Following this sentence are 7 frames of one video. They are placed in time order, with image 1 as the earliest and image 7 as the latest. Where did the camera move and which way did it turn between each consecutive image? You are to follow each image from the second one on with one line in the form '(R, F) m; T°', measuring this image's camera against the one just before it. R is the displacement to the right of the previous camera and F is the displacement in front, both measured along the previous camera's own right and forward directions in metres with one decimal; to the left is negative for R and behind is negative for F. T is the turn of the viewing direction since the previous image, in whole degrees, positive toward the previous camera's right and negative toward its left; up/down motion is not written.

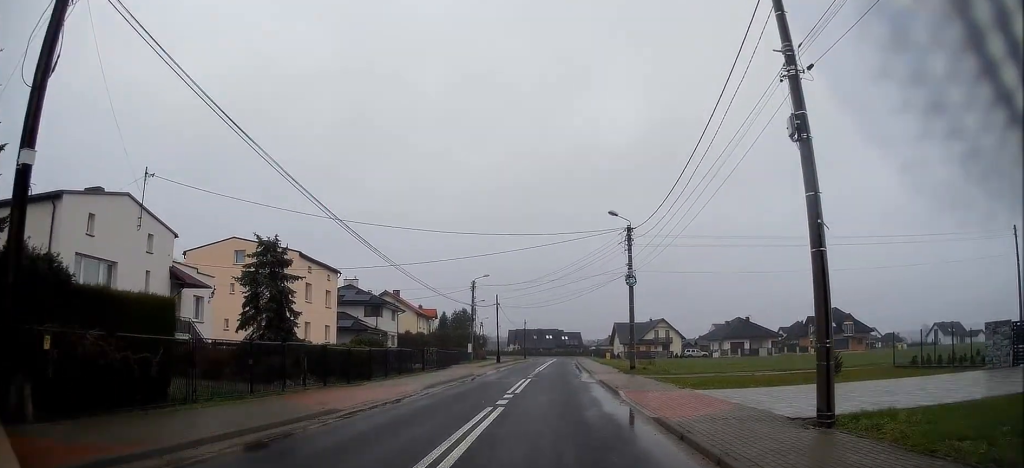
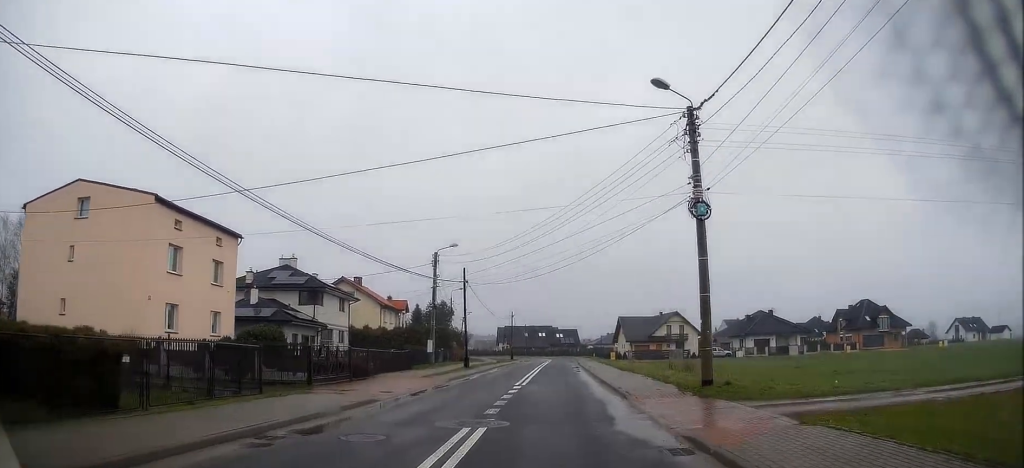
(-0.1, +16.6) m; 0°
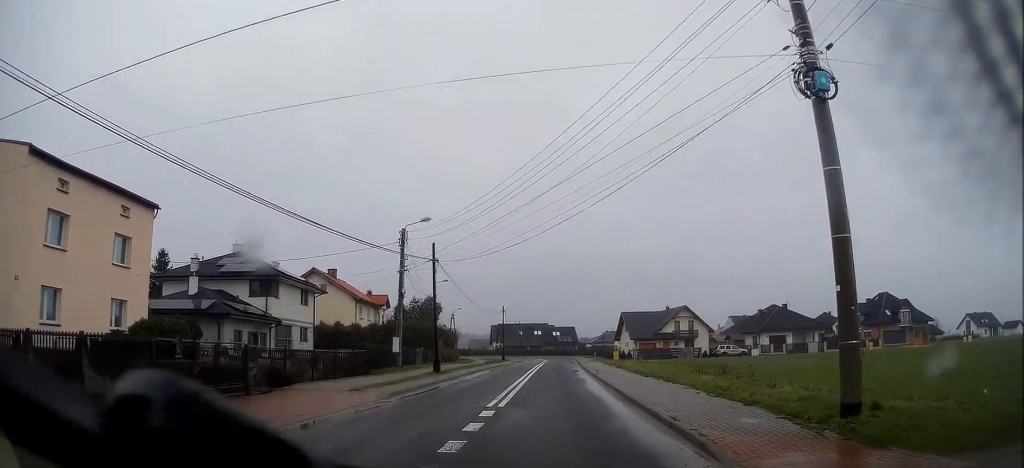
(+0.1, +8.3) m; 0°
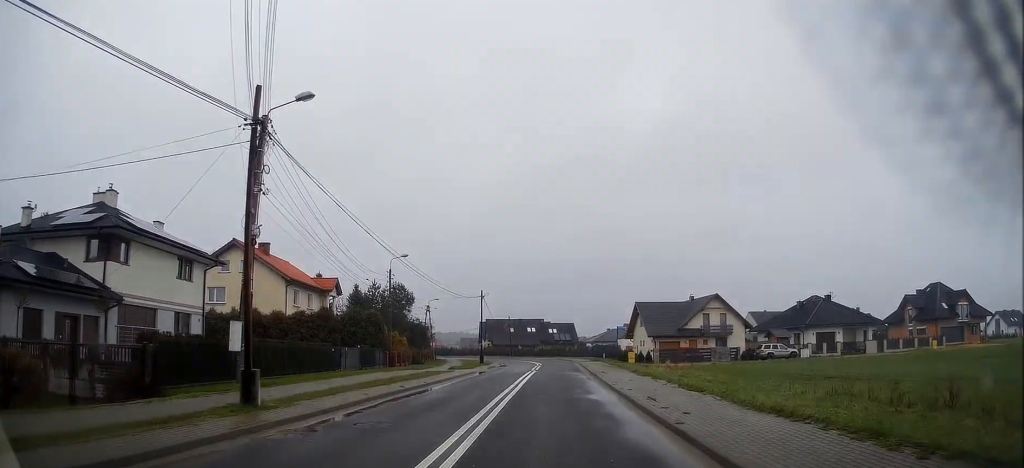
(+0.3, +17.3) m; +2°
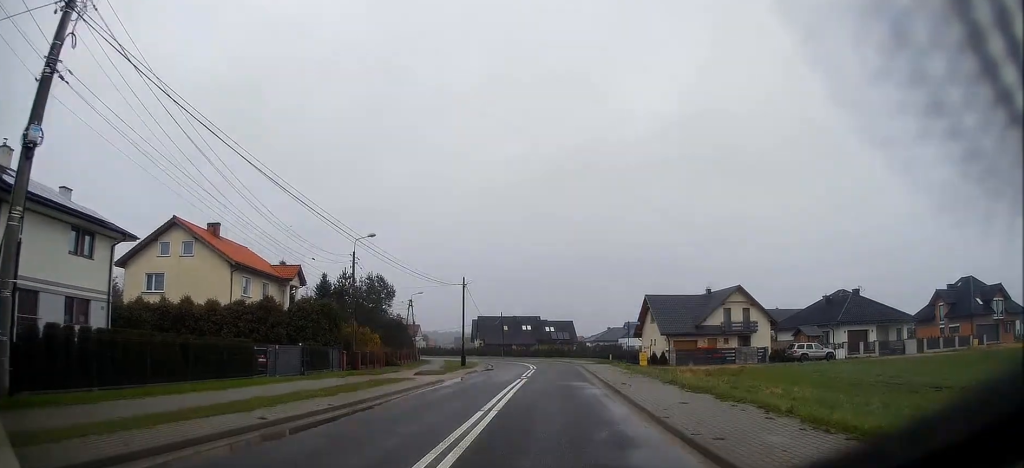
(-0.1, +9.0) m; -1°
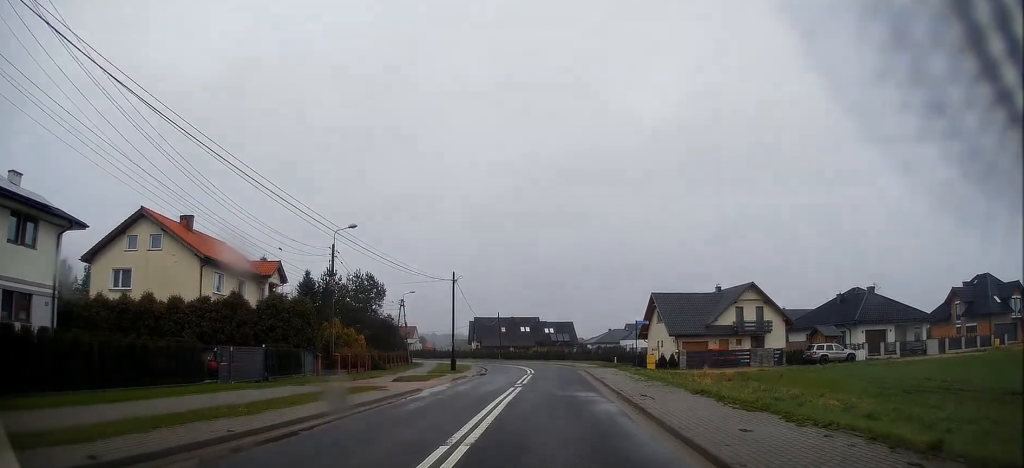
(0.0, +4.1) m; 0°
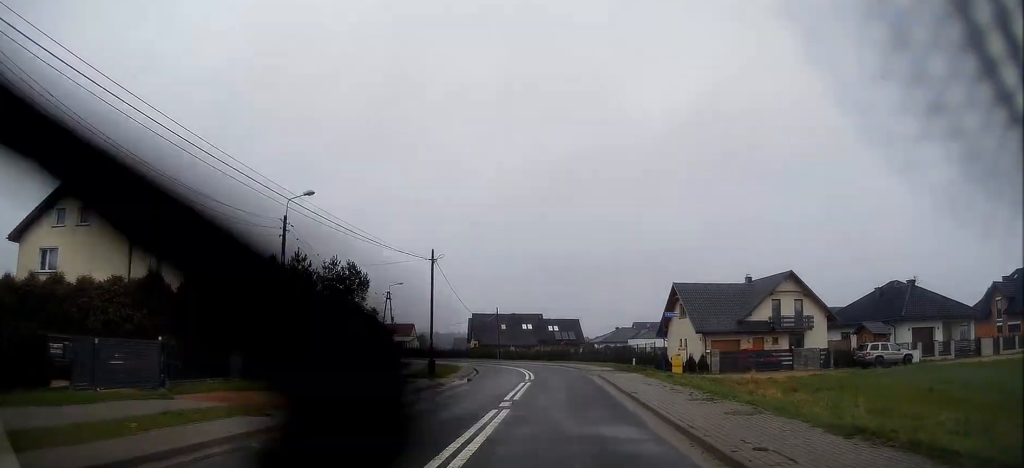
(0.0, +8.3) m; 0°
